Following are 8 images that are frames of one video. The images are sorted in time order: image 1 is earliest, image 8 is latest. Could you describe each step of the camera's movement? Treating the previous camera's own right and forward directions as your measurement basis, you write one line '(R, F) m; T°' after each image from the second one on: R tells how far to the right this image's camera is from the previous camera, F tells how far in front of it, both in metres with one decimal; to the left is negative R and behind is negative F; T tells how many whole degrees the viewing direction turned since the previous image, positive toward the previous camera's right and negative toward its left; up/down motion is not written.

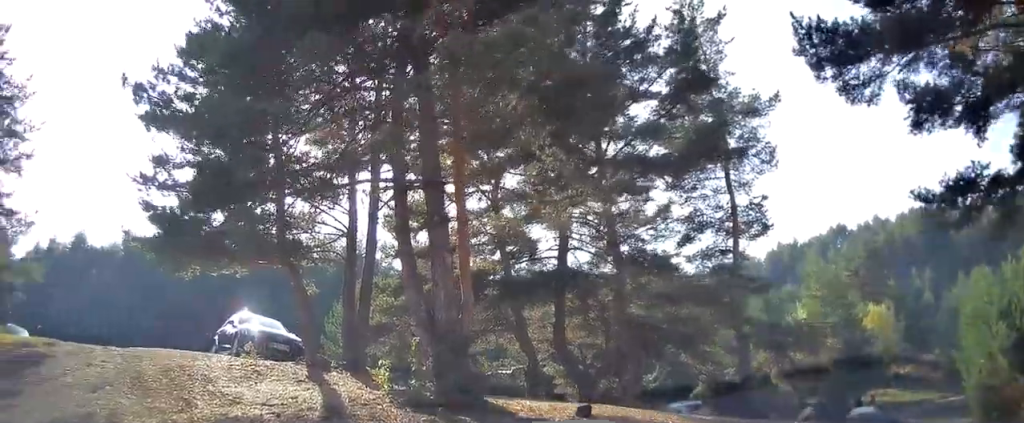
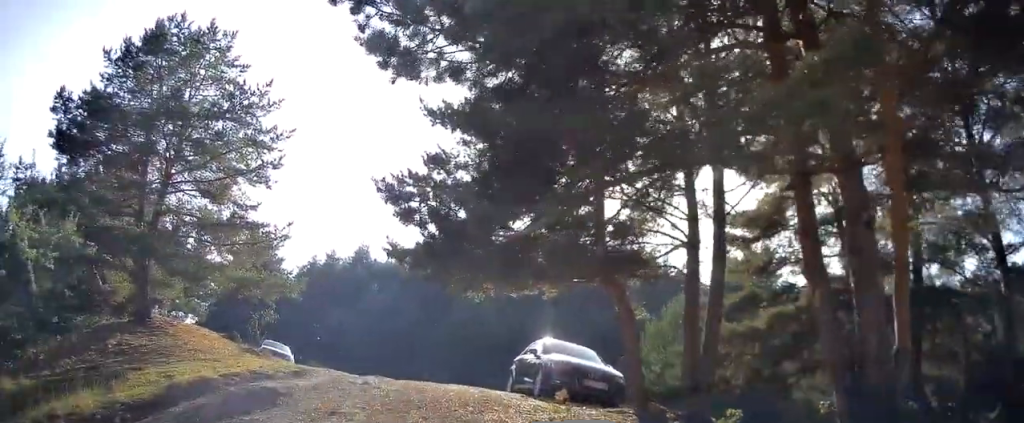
(-0.8, +2.3) m; -34°
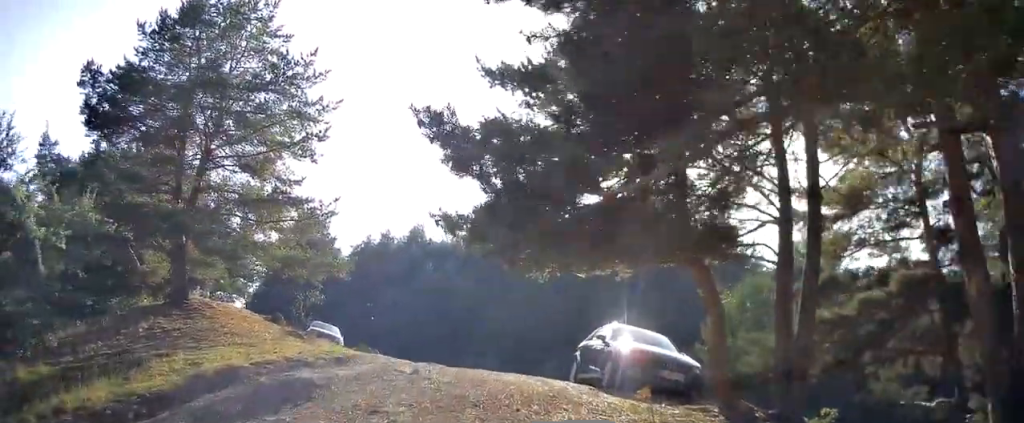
(-0.2, +1.2) m; -9°
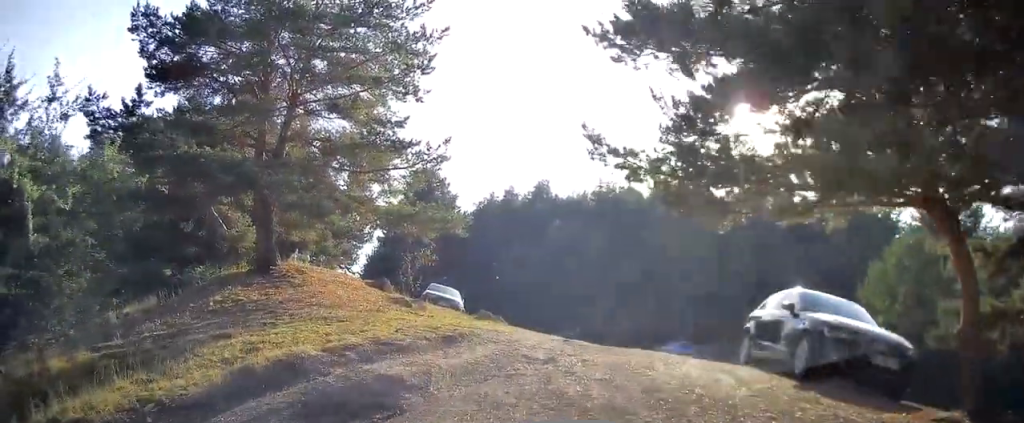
(-0.4, +2.9) m; -13°
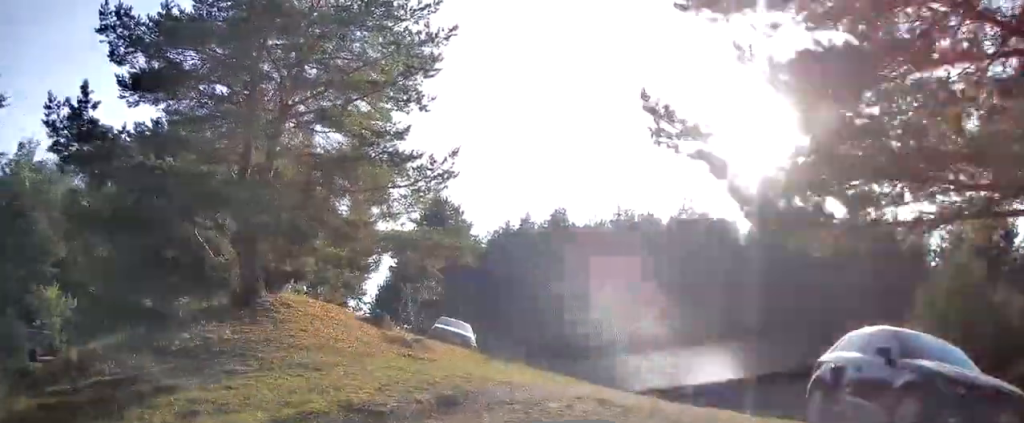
(-0.2, +2.1) m; -4°
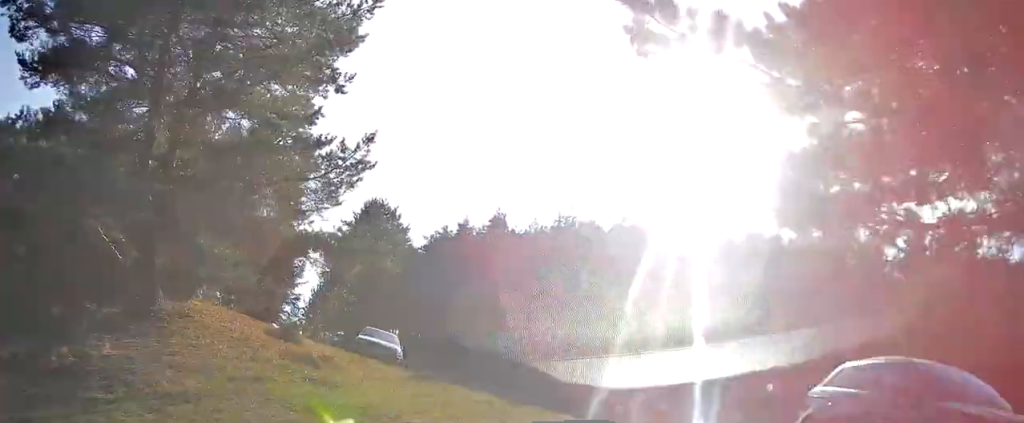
(0.0, +1.8) m; +1°
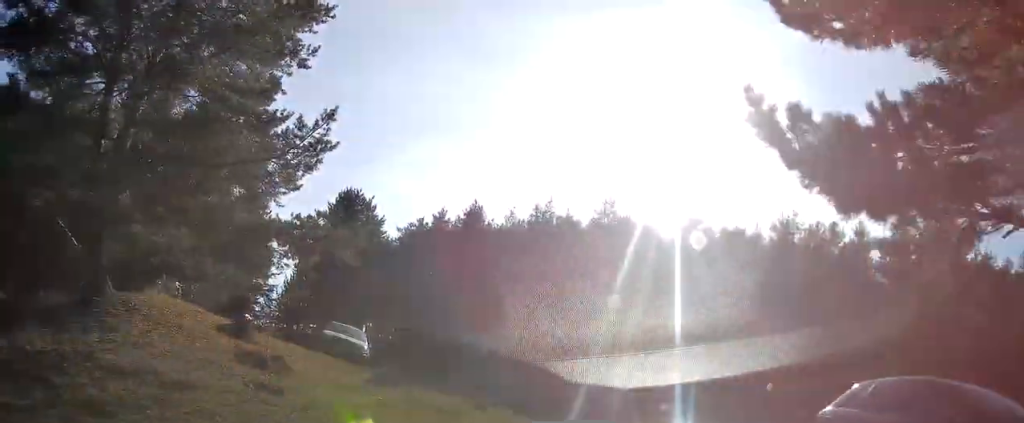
(0.0, +1.0) m; +1°
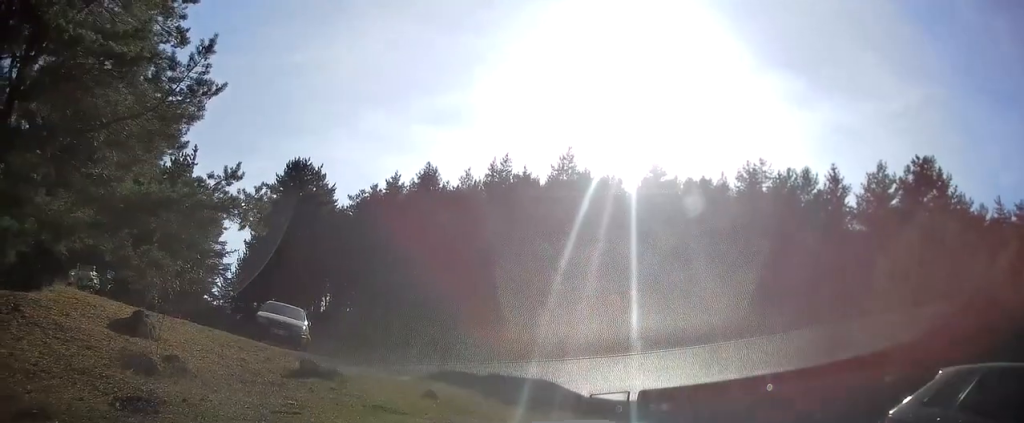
(0.0, +2.4) m; +1°
